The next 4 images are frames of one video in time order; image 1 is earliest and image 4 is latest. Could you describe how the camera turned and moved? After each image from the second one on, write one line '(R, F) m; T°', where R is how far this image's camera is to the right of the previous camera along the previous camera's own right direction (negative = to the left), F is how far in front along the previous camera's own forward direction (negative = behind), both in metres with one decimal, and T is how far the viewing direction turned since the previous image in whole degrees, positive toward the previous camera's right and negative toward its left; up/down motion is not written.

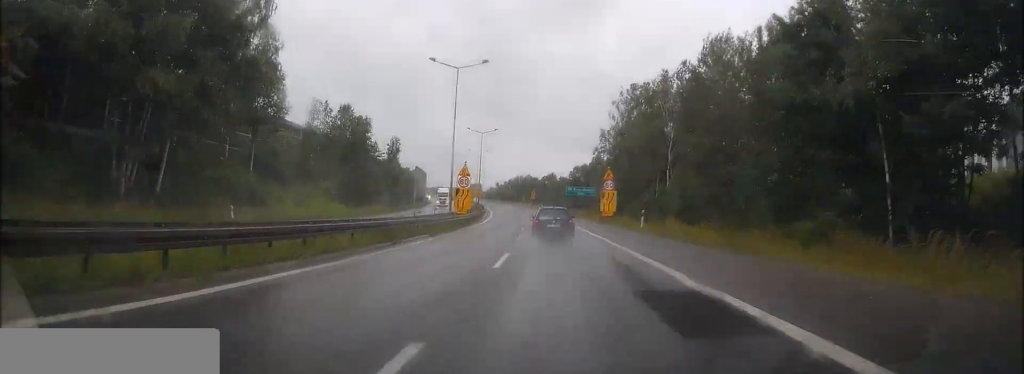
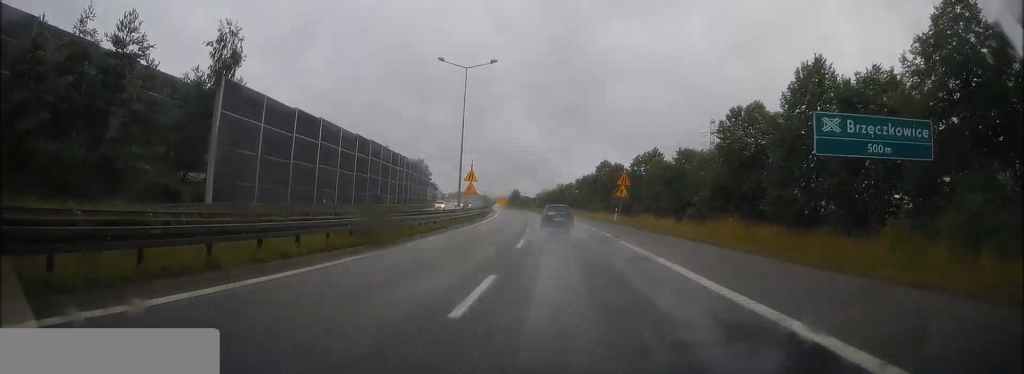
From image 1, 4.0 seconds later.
(-5.2, +88.9) m; -7°
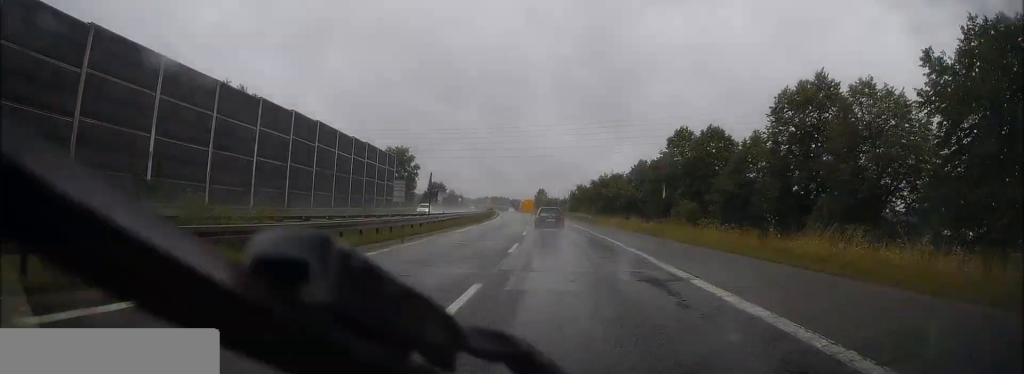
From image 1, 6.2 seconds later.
(-1.0, +49.3) m; -3°
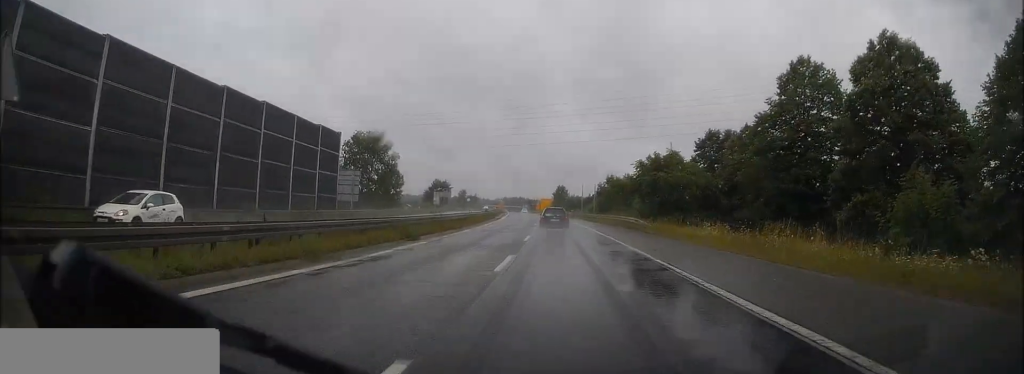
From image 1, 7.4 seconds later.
(-0.6, +29.3) m; -2°
